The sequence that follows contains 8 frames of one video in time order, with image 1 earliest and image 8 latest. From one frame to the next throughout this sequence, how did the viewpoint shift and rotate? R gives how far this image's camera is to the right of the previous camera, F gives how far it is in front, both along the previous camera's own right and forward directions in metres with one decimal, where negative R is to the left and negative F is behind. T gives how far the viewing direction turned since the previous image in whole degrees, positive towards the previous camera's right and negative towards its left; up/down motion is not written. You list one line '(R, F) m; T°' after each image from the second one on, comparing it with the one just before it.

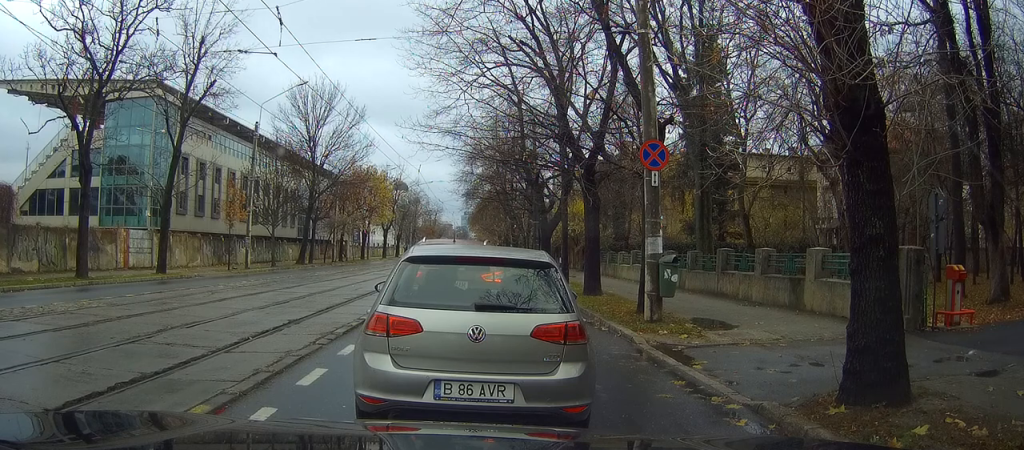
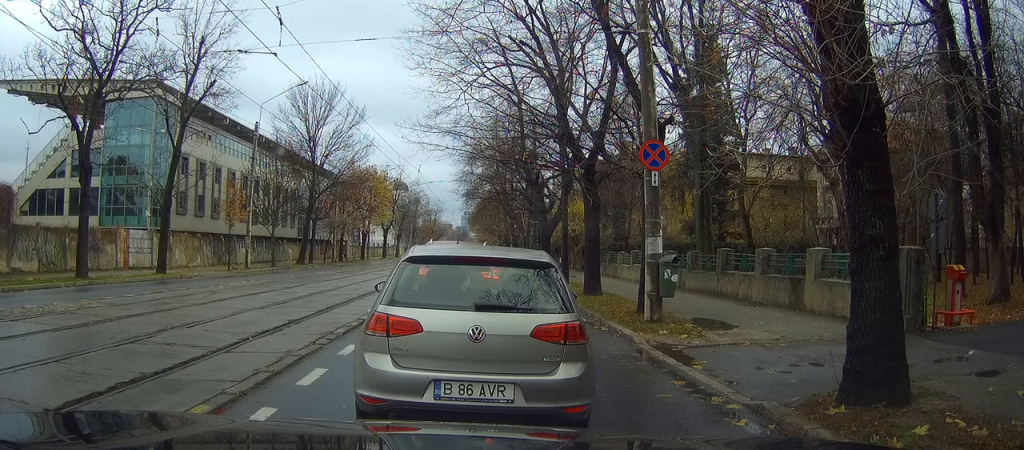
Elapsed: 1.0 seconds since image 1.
(0.0, 0.0) m; 0°
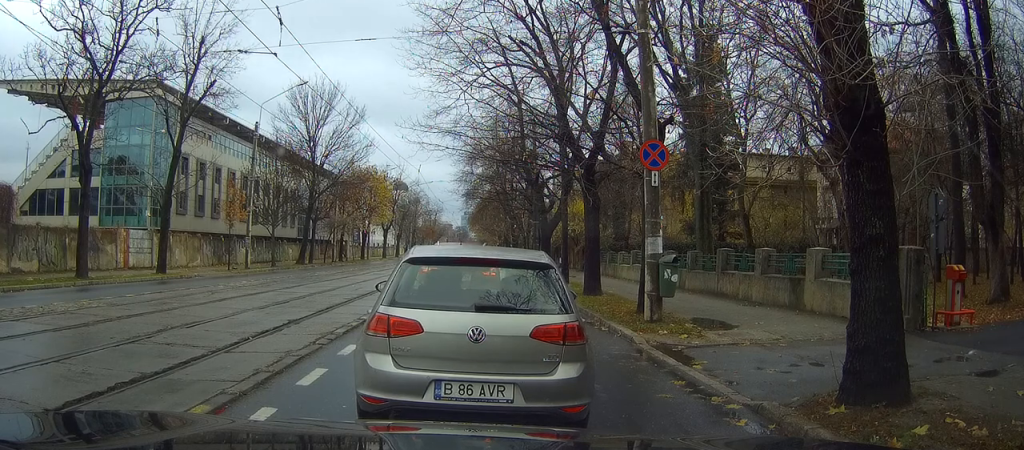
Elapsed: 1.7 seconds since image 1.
(0.0, 0.0) m; 0°
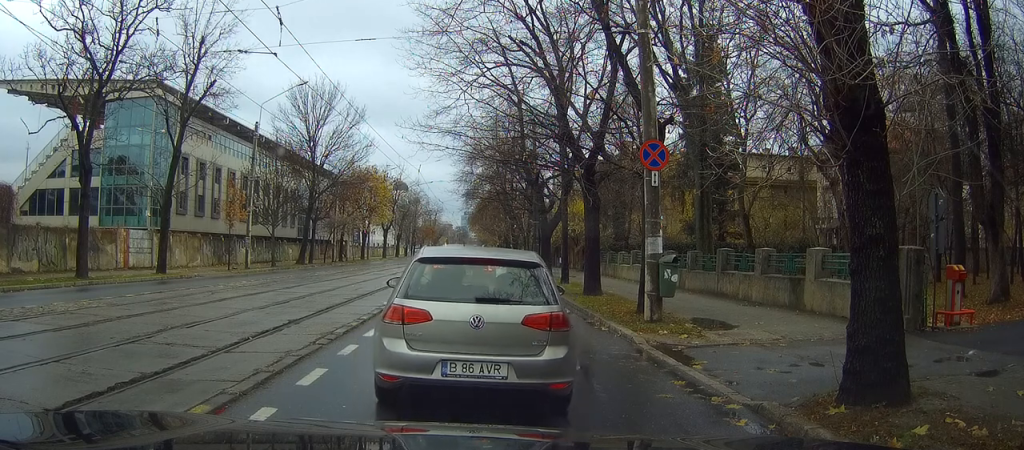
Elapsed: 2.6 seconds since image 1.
(0.0, 0.0) m; 0°
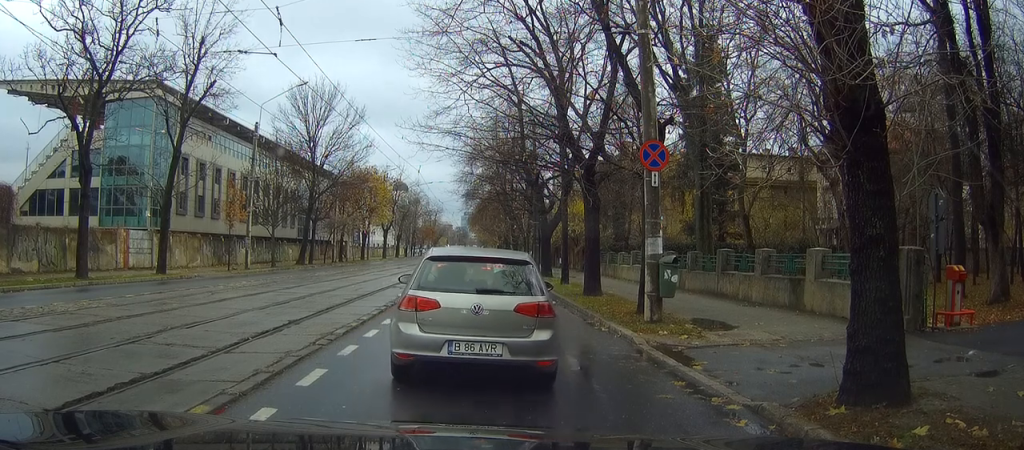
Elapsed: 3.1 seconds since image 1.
(0.0, 0.0) m; 0°
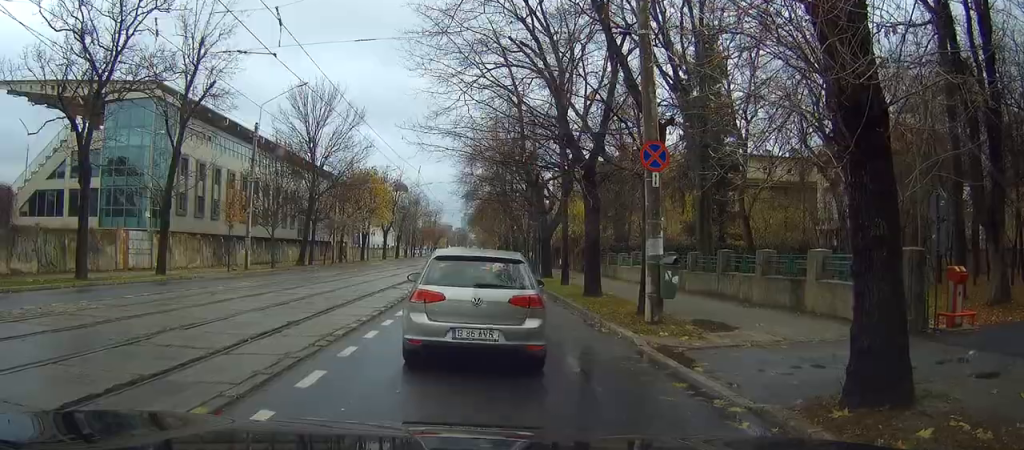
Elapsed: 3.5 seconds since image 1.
(0.0, 0.0) m; 0°
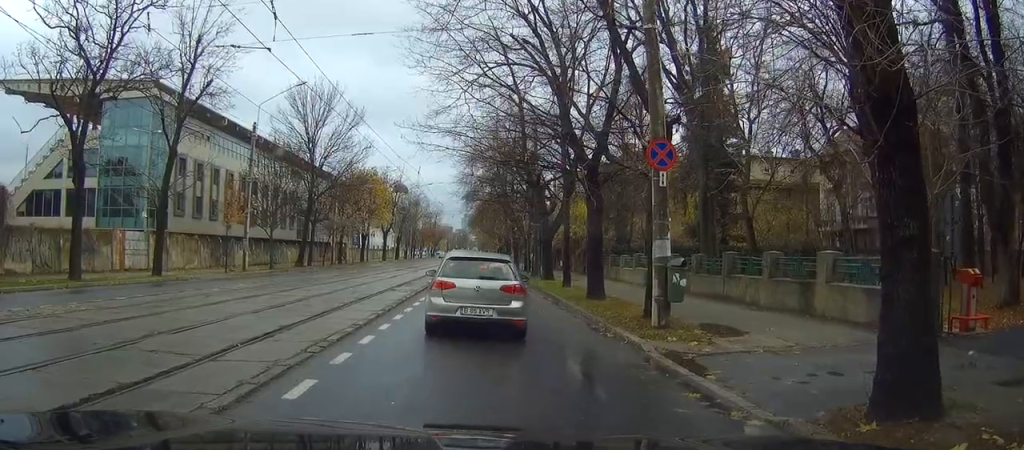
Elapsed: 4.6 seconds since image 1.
(0.0, +0.2) m; 0°
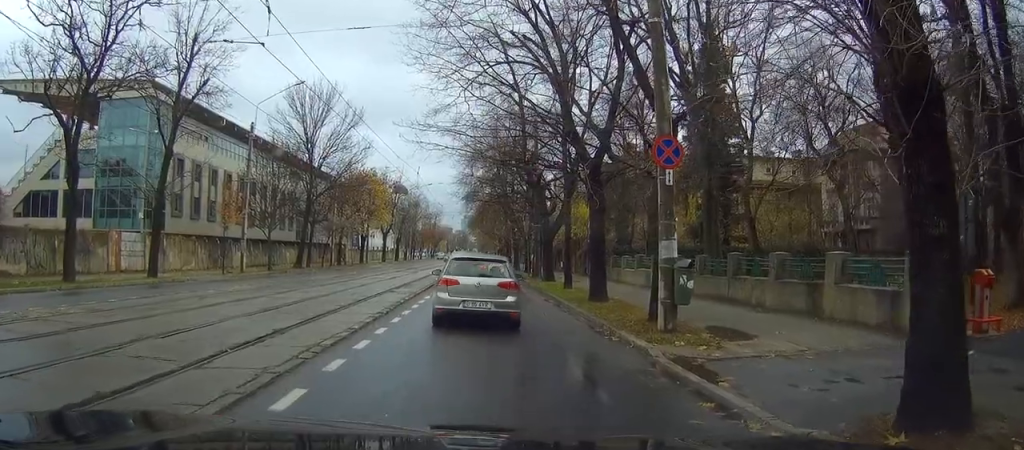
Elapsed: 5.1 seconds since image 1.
(0.0, 0.0) m; 0°
